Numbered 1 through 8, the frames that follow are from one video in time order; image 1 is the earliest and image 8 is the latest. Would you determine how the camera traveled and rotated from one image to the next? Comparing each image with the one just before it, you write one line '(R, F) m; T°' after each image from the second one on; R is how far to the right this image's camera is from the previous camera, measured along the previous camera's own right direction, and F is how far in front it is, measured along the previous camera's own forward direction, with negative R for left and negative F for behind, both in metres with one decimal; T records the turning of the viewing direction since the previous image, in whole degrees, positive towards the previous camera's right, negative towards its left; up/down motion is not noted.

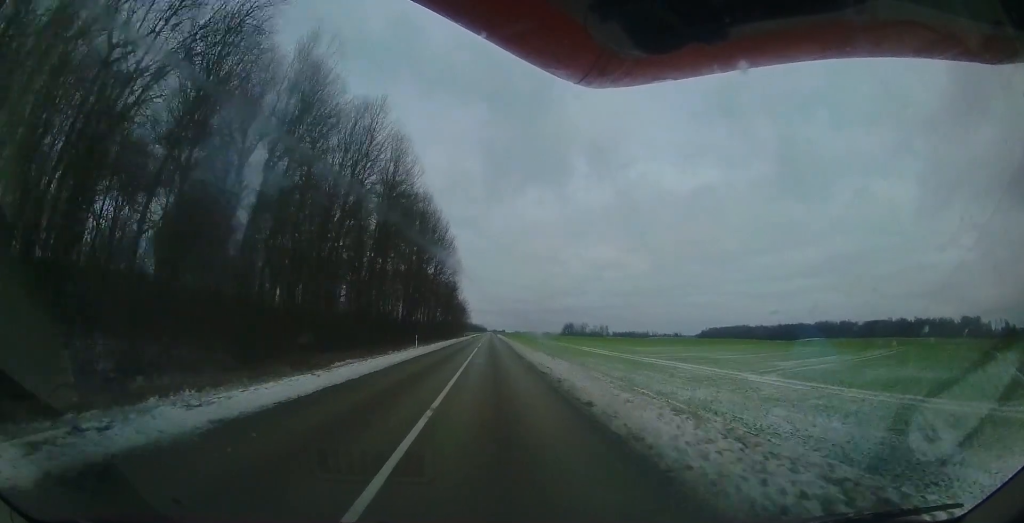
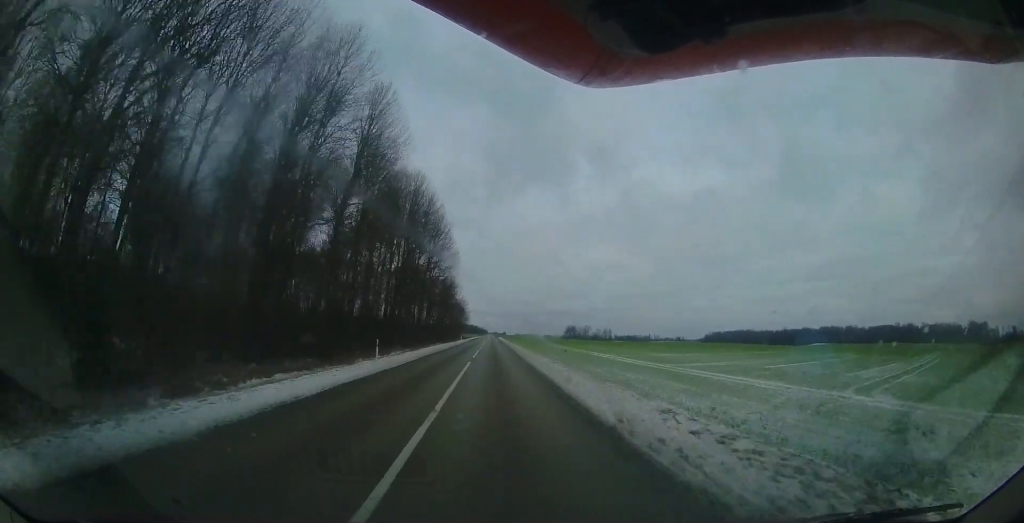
(+0.1, +10.2) m; -1°
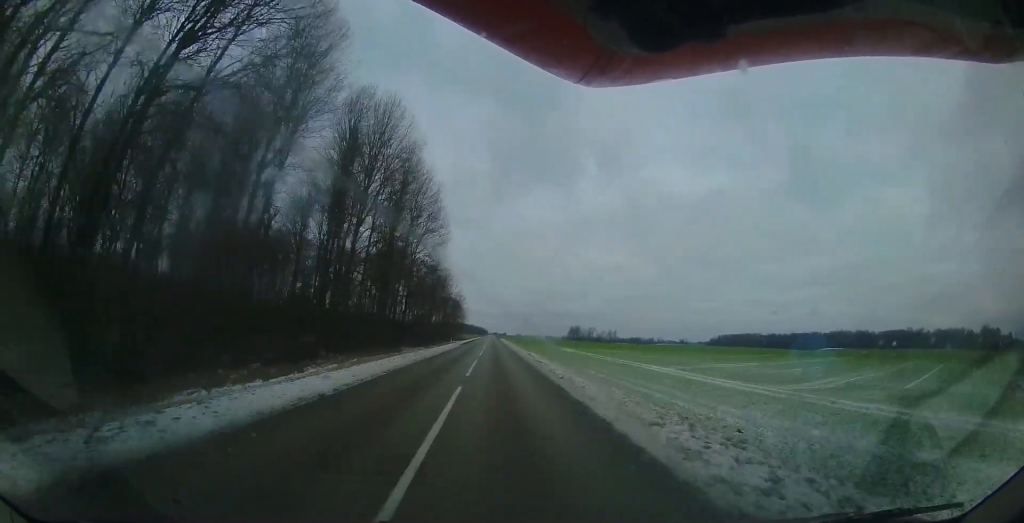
(-0.7, +19.2) m; -1°
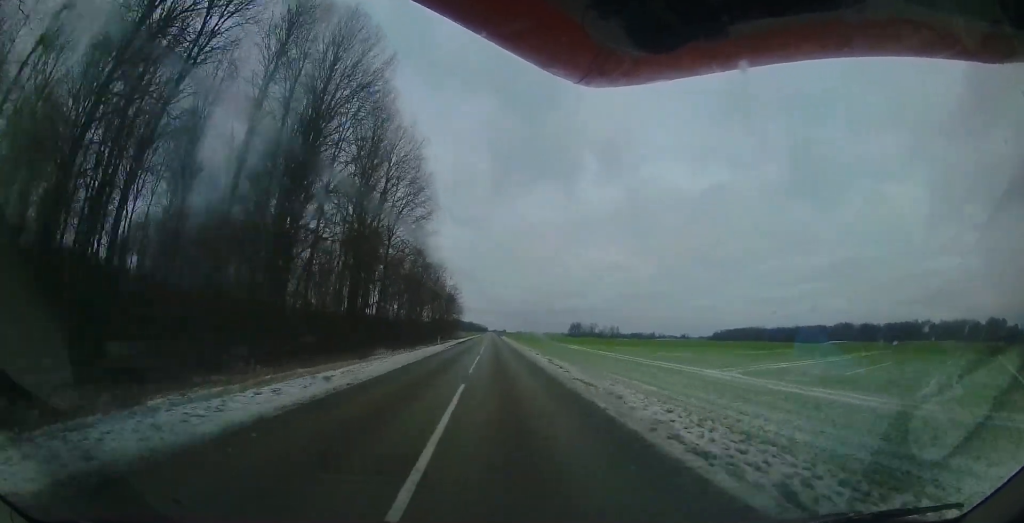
(+0.2, +12.0) m; 0°
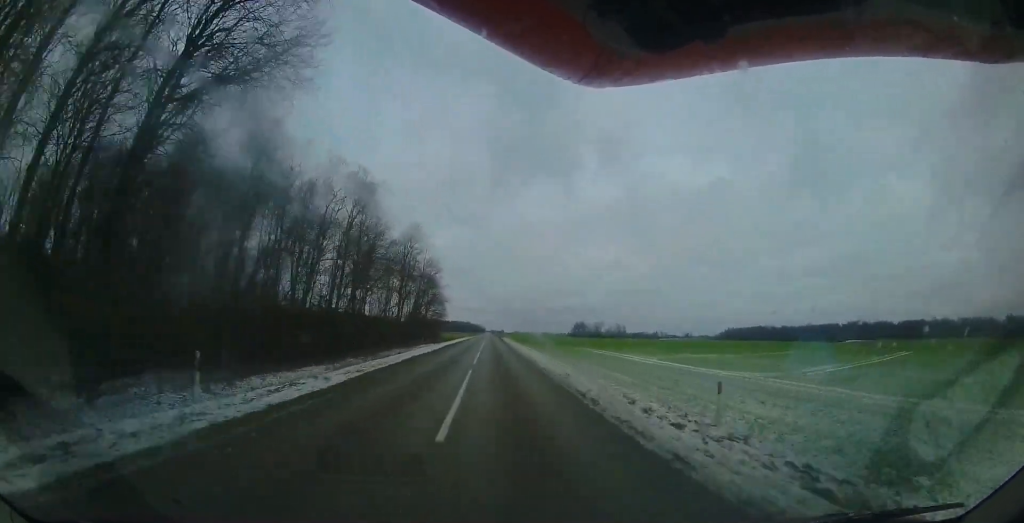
(+0.1, +32.5) m; -1°
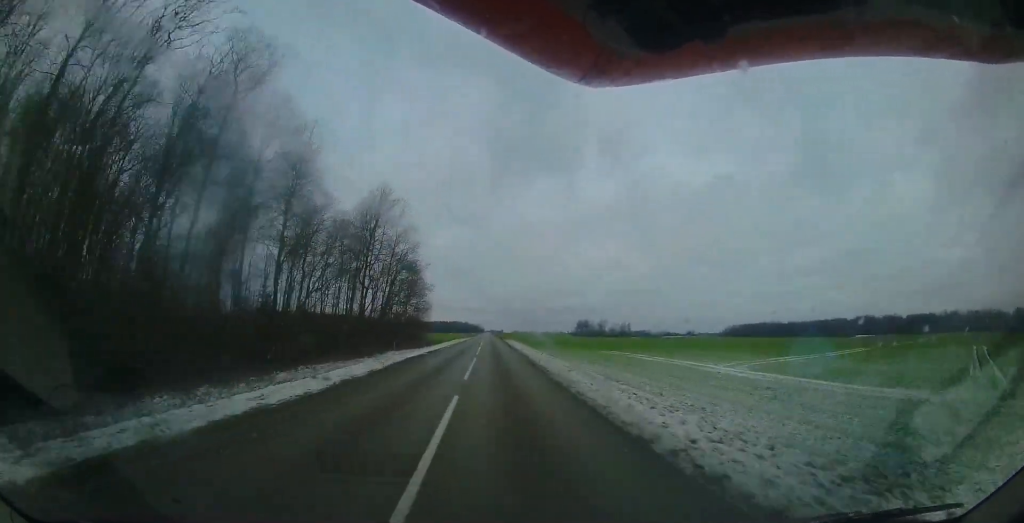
(-0.2, +17.7) m; 0°
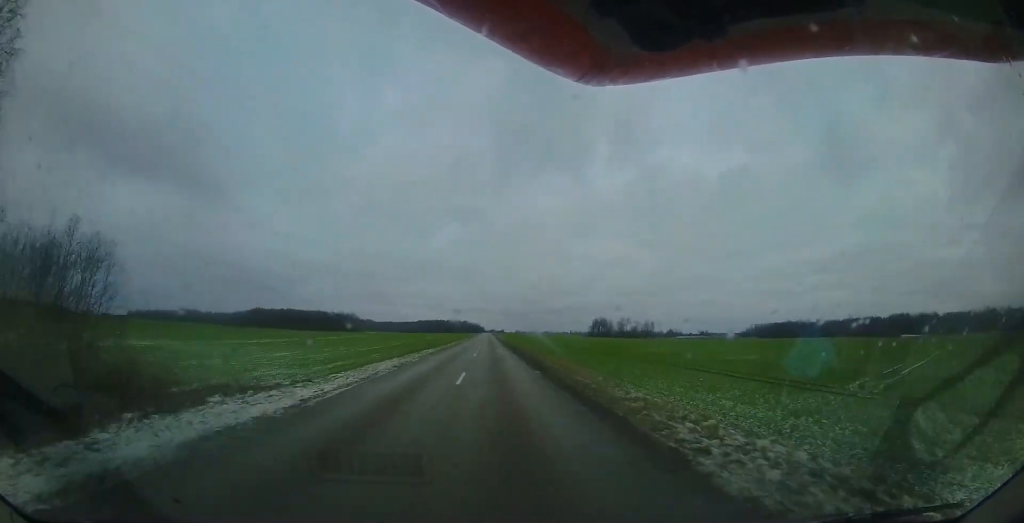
(+1.3, +61.0) m; +2°
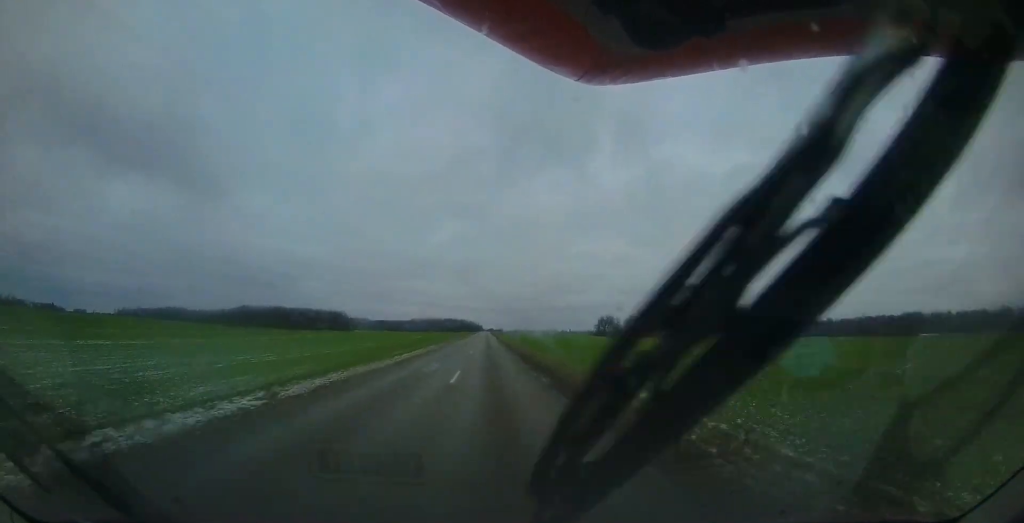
(-0.1, +24.0) m; -1°
